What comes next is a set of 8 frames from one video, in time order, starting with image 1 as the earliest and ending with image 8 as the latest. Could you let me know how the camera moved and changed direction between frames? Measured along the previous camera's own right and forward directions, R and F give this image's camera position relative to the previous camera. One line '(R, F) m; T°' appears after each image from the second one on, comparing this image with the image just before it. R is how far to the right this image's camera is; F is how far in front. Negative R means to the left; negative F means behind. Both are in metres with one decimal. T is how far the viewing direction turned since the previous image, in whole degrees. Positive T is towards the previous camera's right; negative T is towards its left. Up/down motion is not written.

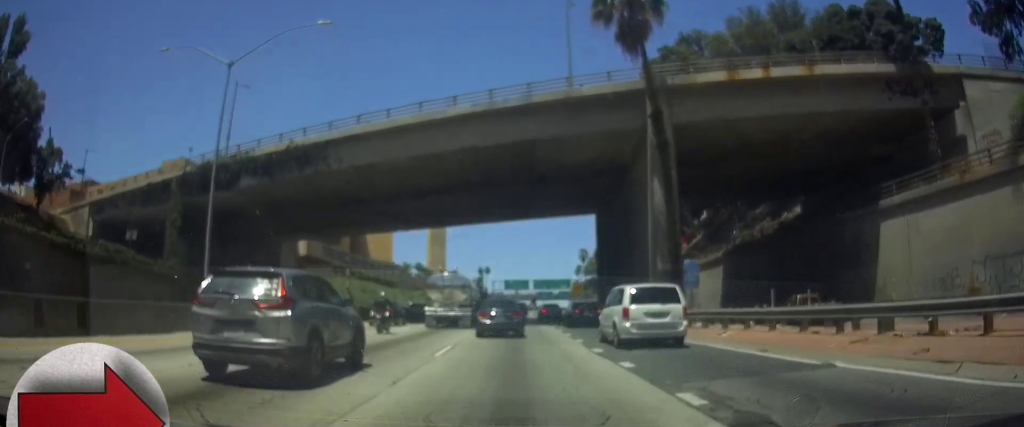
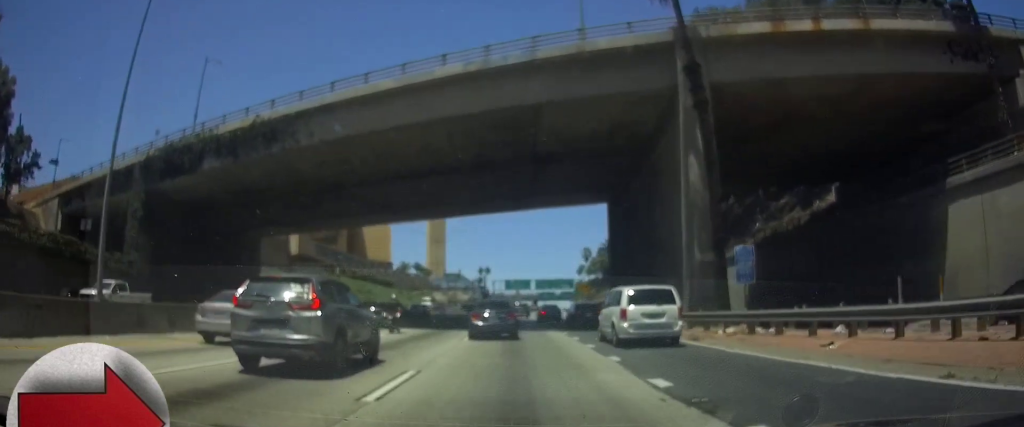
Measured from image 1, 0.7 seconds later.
(-0.1, +7.1) m; 0°
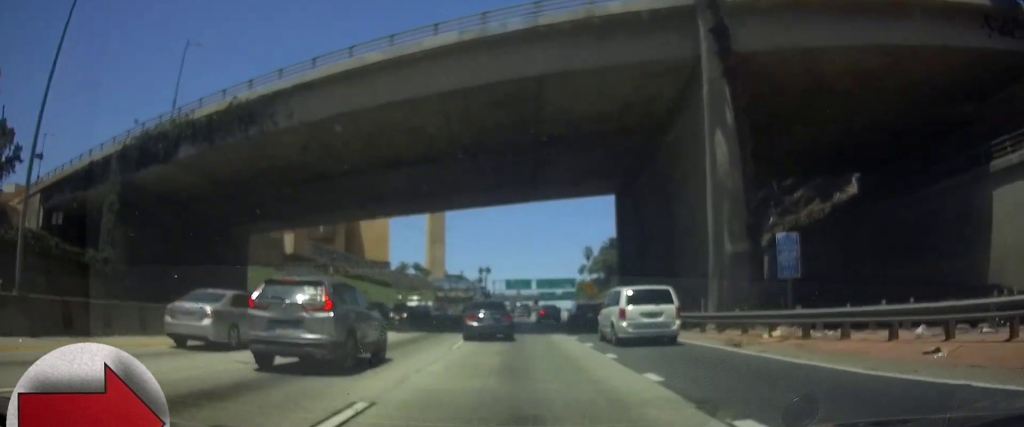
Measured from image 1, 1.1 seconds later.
(-0.1, +3.9) m; 0°
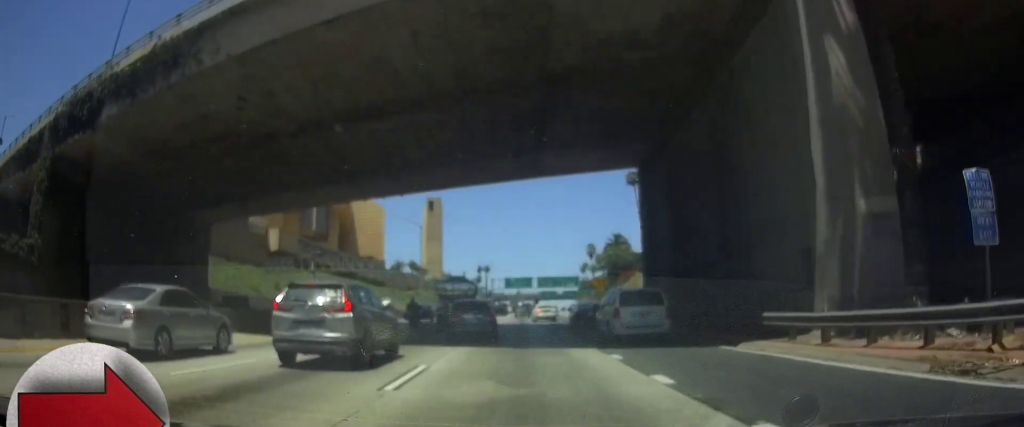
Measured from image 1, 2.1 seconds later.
(+0.1, +9.4) m; 0°
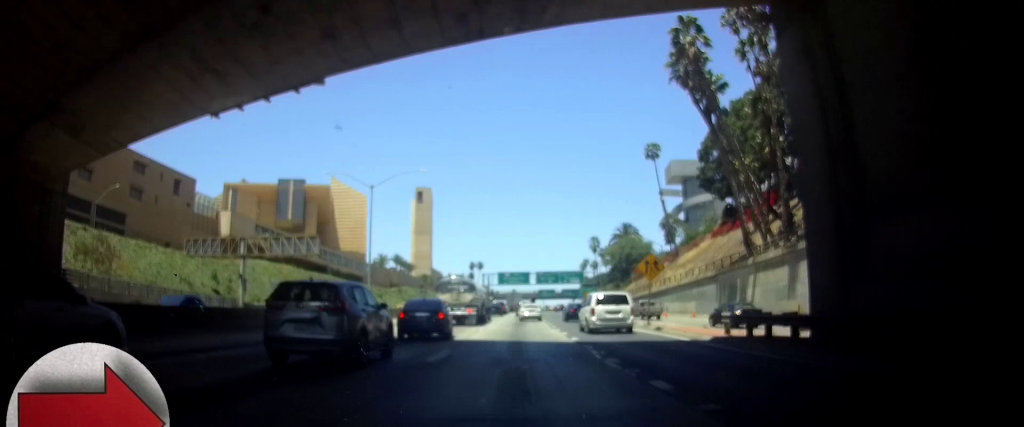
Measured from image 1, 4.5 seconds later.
(-0.4, +22.6) m; -1°
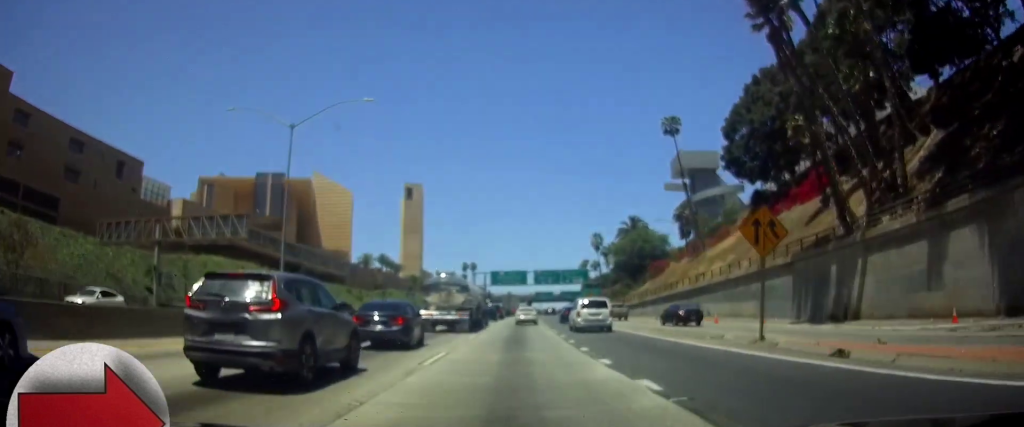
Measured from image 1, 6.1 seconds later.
(+0.1, +16.7) m; +1°
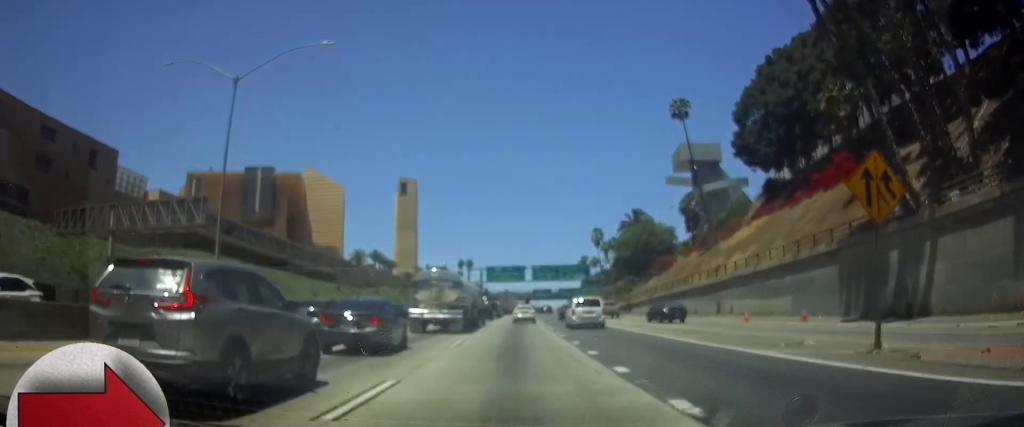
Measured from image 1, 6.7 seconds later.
(0.0, +6.7) m; 0°
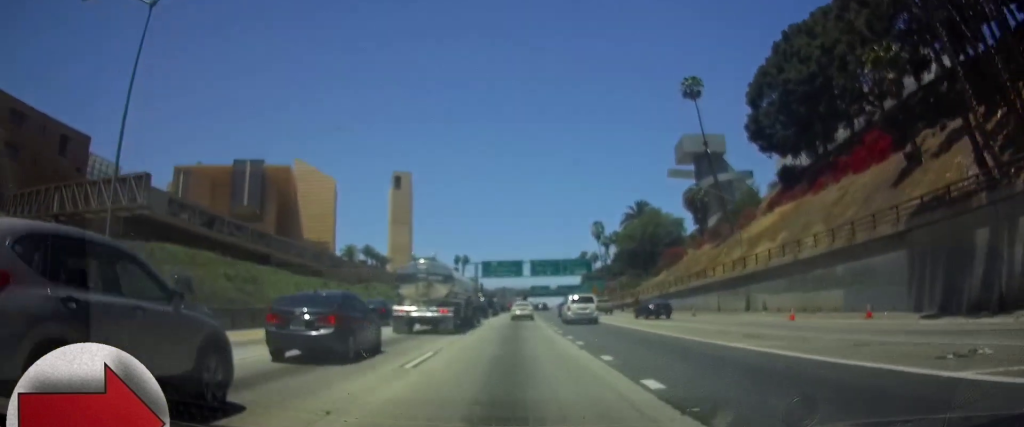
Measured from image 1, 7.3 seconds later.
(0.0, +7.2) m; 0°
